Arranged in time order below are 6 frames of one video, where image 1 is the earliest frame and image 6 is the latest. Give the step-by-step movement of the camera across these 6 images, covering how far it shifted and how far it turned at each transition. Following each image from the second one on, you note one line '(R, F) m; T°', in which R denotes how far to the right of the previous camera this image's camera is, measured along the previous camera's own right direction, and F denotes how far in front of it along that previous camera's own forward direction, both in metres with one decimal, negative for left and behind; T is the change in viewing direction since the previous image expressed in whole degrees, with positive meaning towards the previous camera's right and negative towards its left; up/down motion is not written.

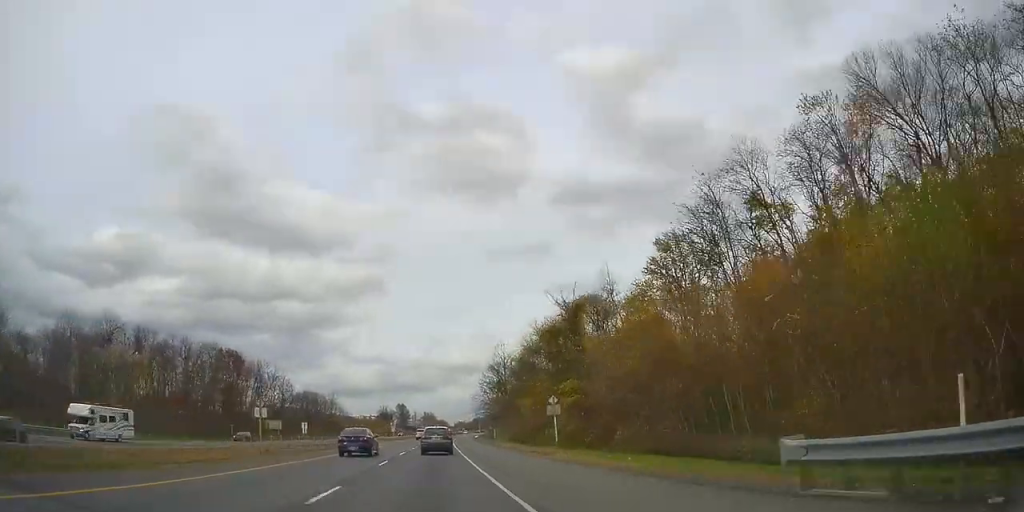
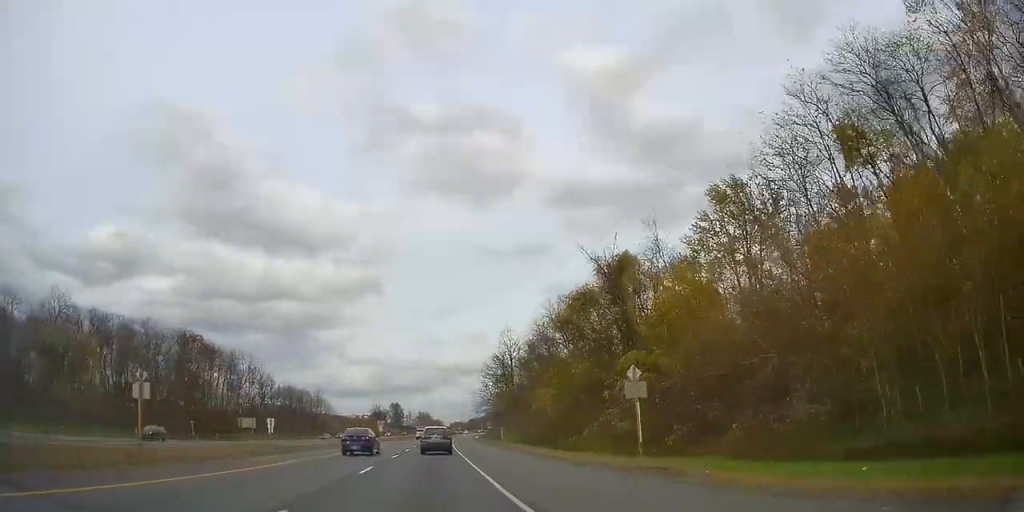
(0.0, +16.9) m; +1°
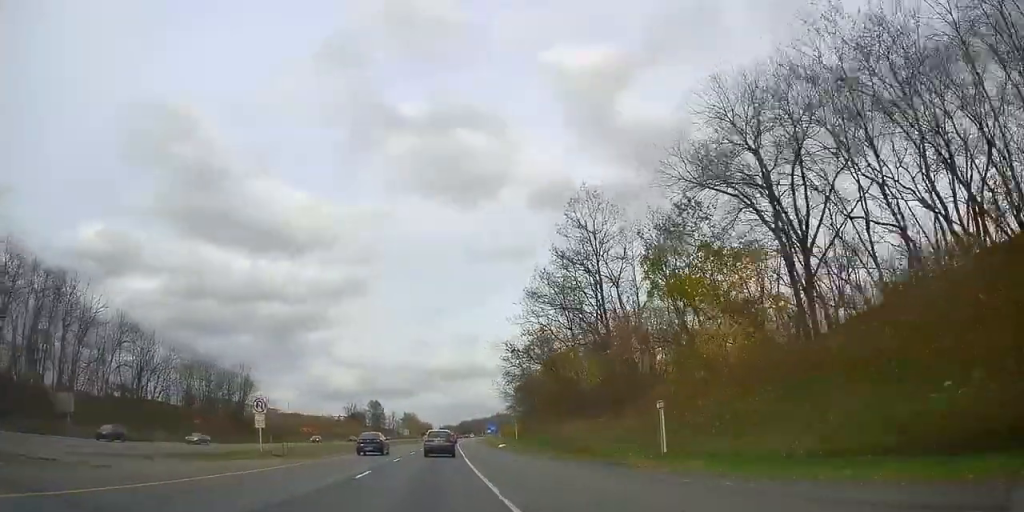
(+2.4, +62.3) m; +3°
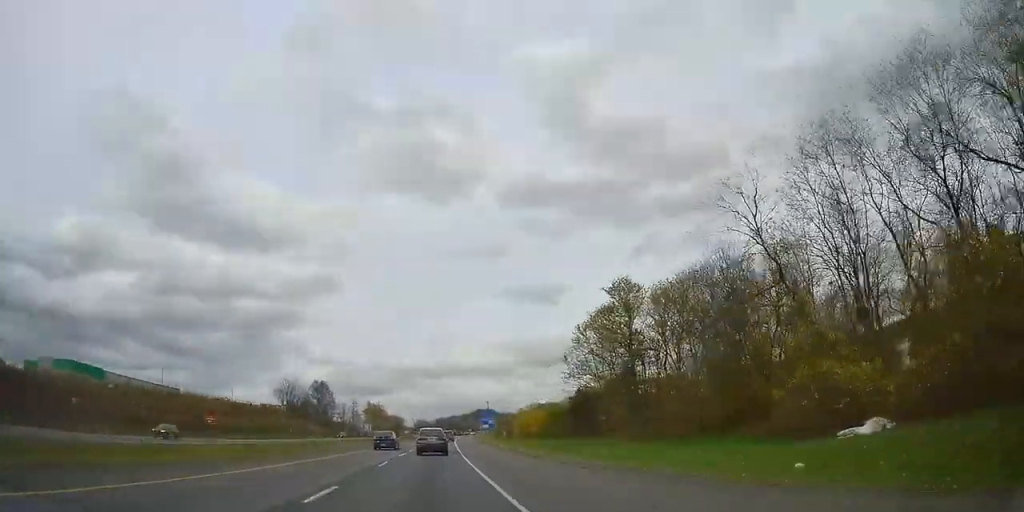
(+2.6, +91.1) m; +3°
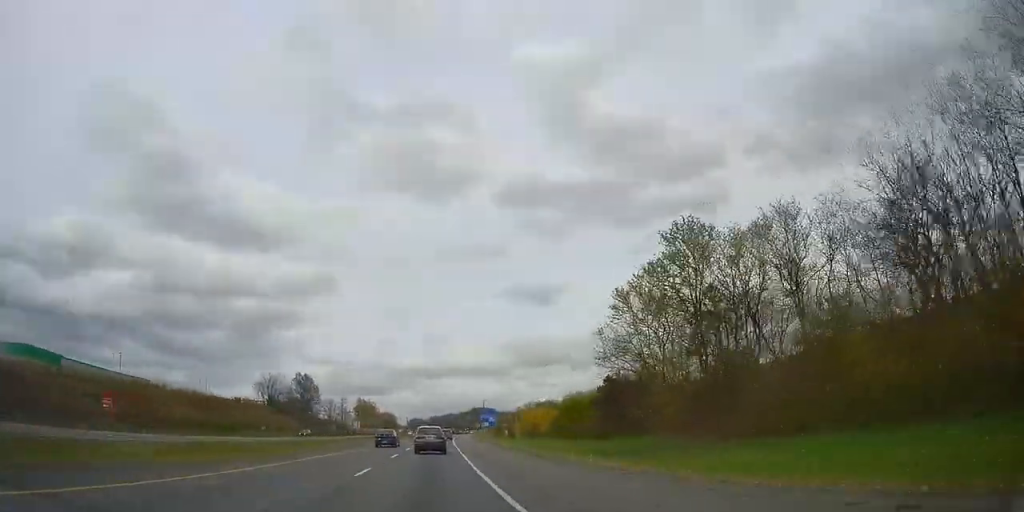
(-0.1, +17.7) m; +1°
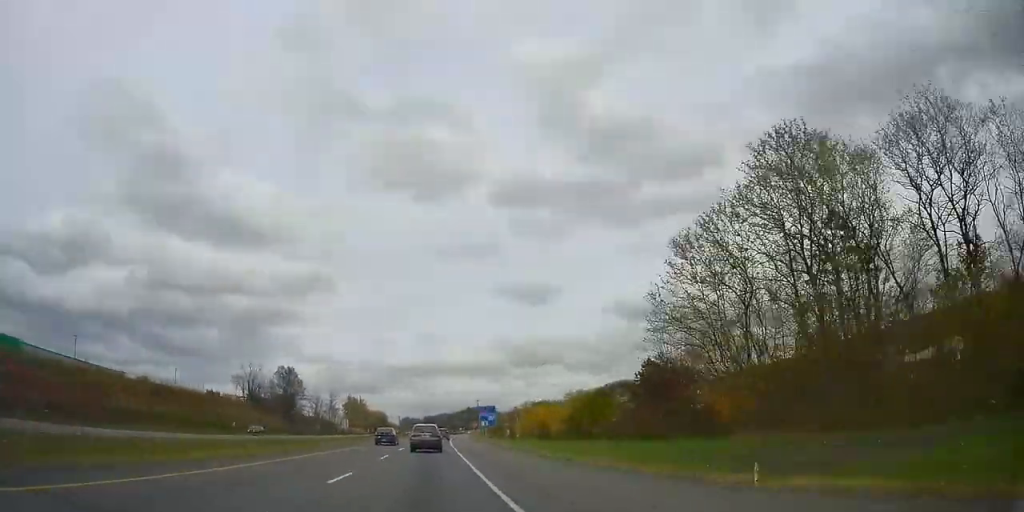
(+0.2, +15.2) m; +1°
